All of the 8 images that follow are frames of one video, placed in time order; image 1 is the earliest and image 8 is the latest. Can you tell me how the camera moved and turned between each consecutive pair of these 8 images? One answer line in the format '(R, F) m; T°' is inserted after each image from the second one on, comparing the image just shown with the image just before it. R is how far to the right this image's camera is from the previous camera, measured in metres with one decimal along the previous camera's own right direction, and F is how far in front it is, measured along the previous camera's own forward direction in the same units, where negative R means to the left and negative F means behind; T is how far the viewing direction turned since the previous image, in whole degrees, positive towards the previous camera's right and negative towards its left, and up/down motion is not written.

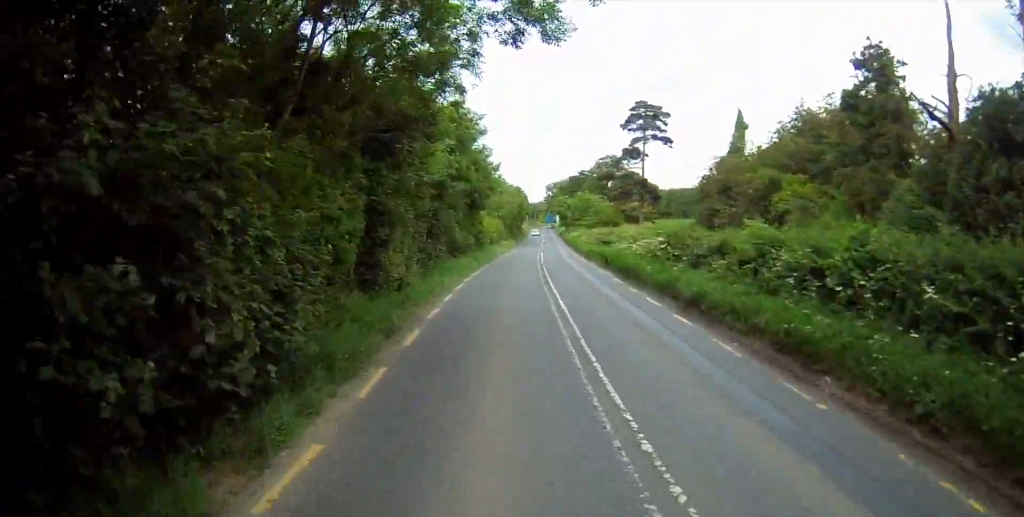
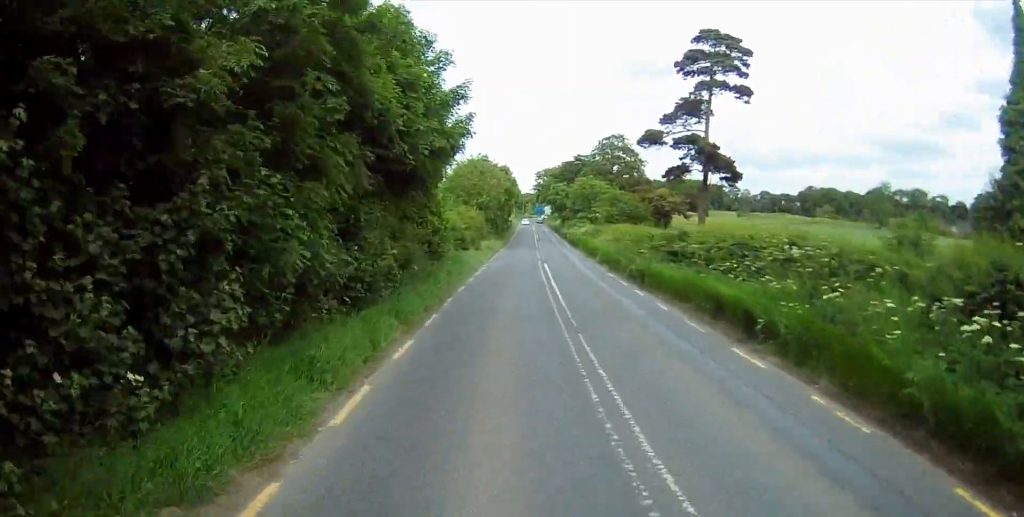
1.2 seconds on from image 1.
(+0.6, +24.7) m; +1°
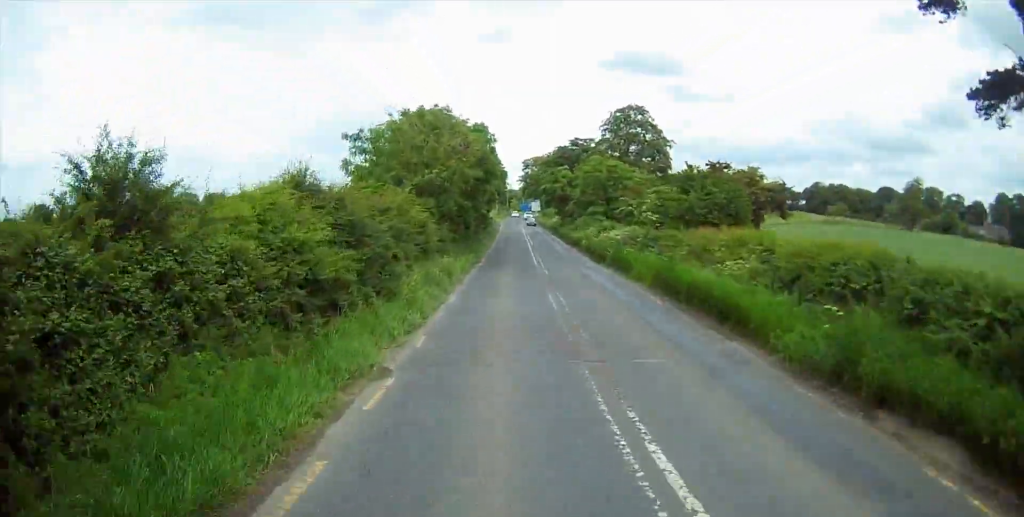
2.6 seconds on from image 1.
(-0.2, +30.7) m; +1°
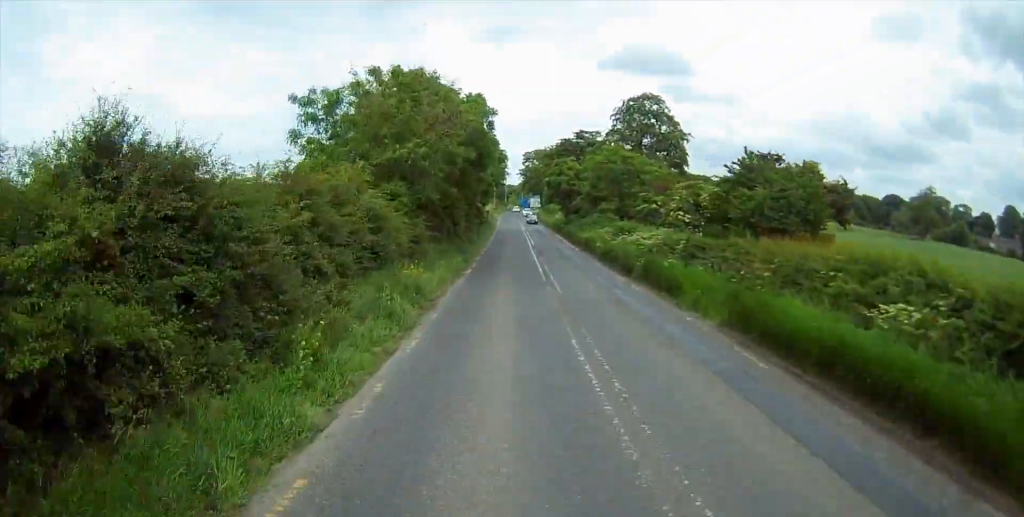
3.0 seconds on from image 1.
(0.0, +8.5) m; +1°
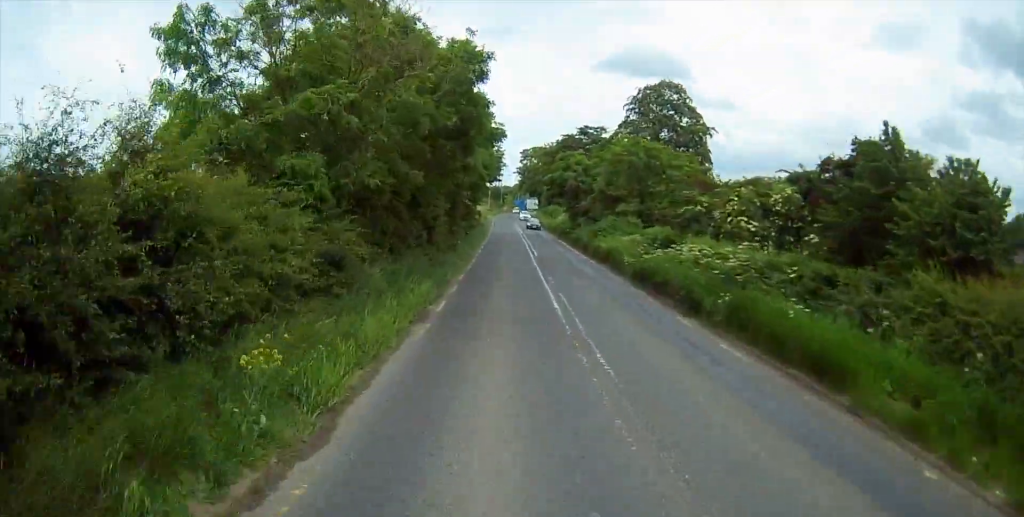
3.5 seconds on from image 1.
(+0.1, +10.6) m; +1°
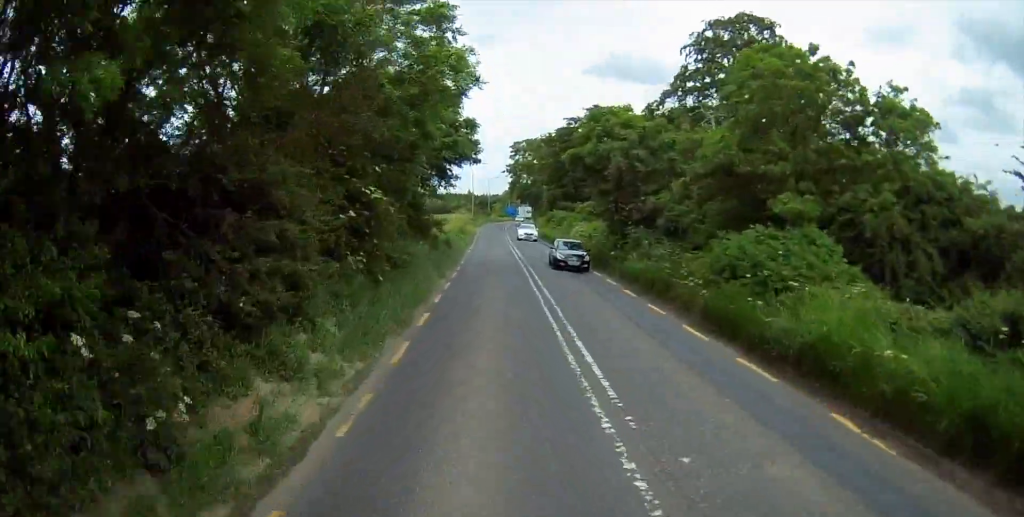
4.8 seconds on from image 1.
(+0.3, +28.3) m; 0°
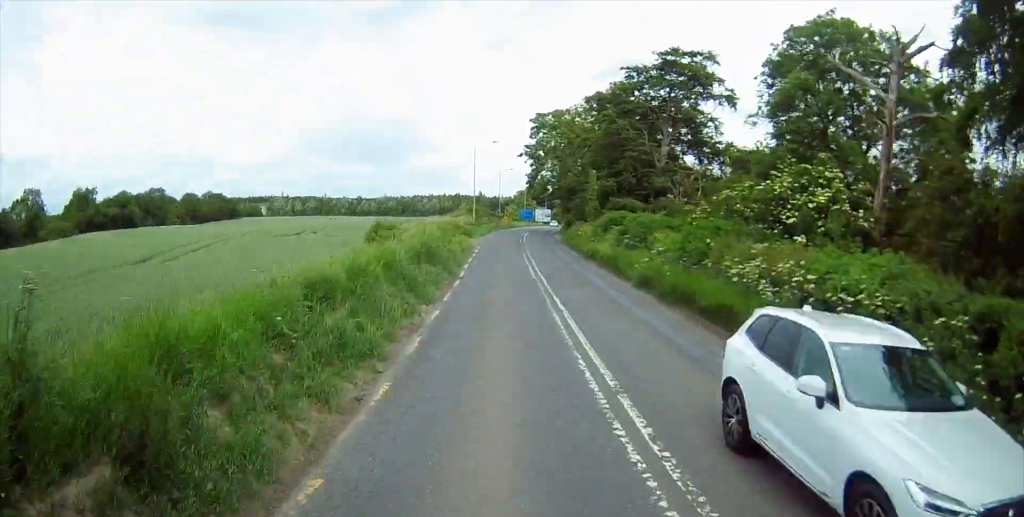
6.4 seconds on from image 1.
(0.0, +33.8) m; 0°
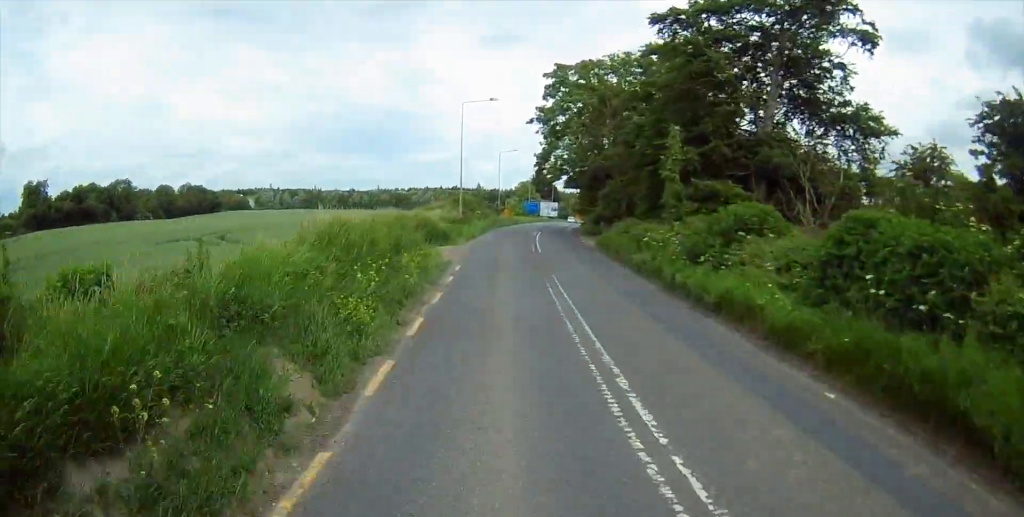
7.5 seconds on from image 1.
(-0.1, +23.1) m; -1°
